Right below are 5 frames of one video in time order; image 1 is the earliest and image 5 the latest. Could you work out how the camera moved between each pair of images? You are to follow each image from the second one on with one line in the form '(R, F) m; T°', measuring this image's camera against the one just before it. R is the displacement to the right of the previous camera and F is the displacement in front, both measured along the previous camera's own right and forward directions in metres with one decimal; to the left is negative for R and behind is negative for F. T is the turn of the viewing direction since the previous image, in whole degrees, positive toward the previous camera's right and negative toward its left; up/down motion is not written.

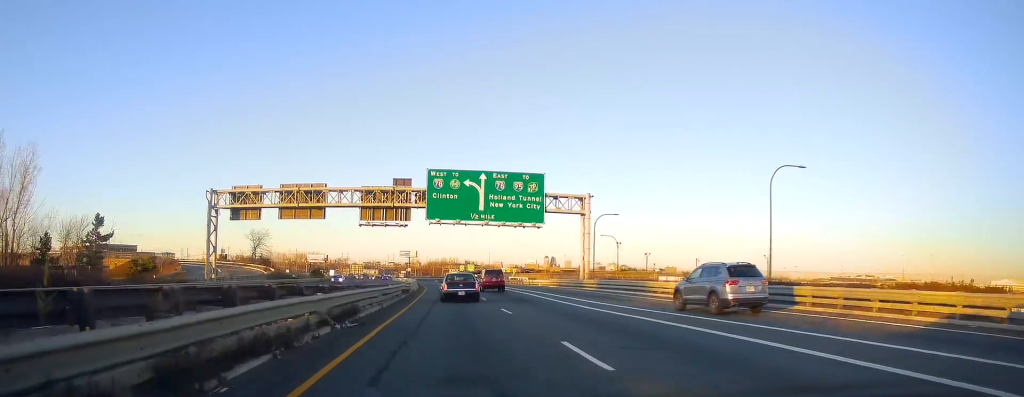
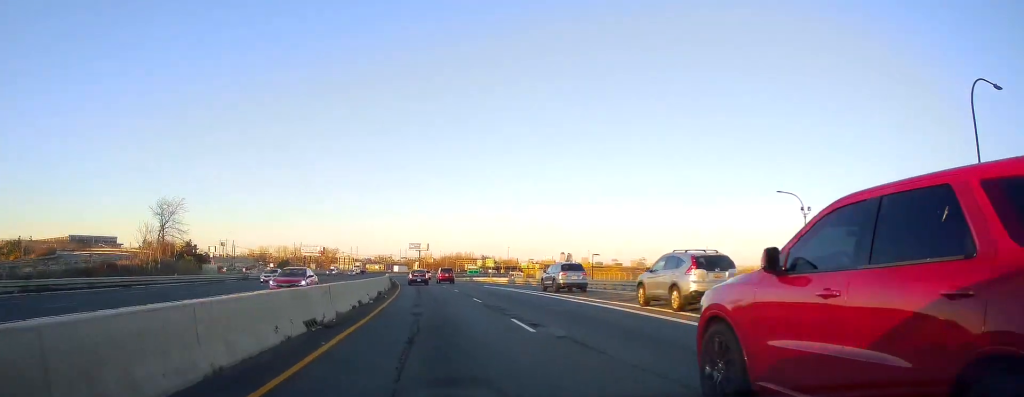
(0.0, +56.3) m; 0°
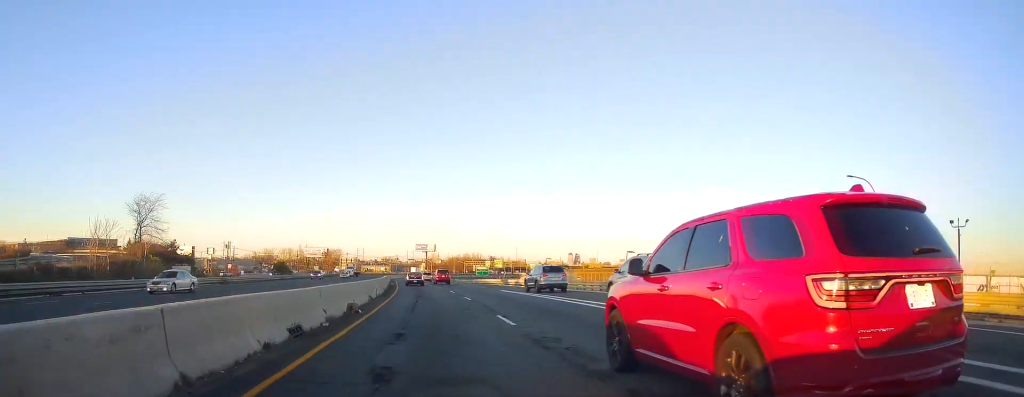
(0.0, +9.5) m; -1°
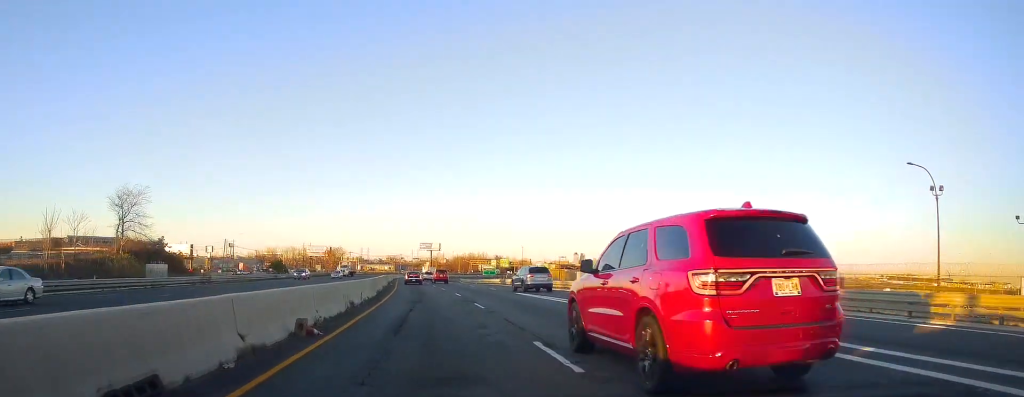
(0.0, +6.8) m; -1°
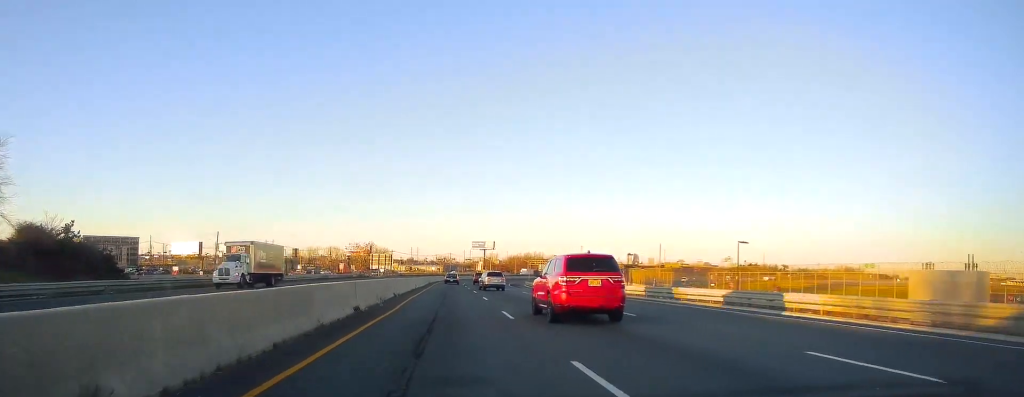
(-0.2, +38.1) m; -3°
